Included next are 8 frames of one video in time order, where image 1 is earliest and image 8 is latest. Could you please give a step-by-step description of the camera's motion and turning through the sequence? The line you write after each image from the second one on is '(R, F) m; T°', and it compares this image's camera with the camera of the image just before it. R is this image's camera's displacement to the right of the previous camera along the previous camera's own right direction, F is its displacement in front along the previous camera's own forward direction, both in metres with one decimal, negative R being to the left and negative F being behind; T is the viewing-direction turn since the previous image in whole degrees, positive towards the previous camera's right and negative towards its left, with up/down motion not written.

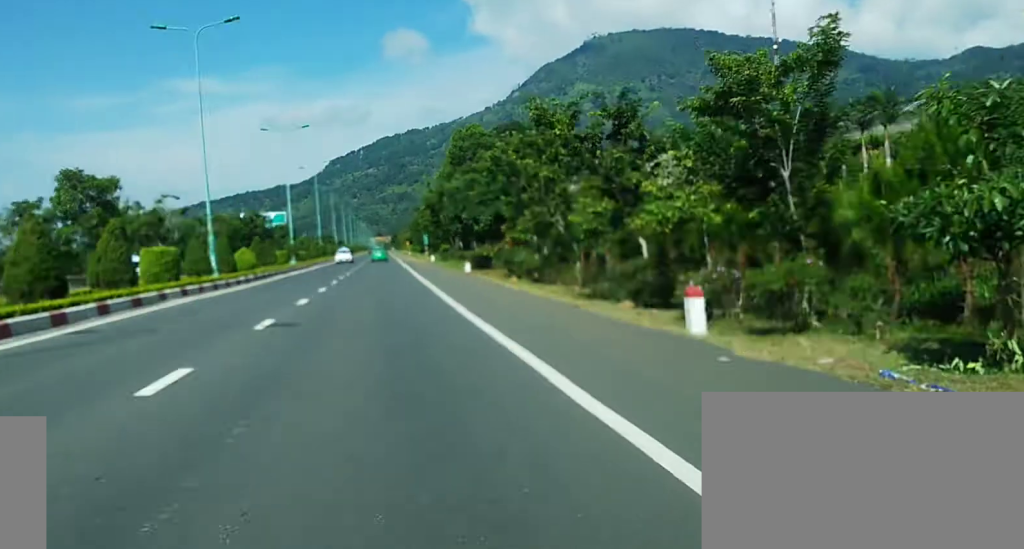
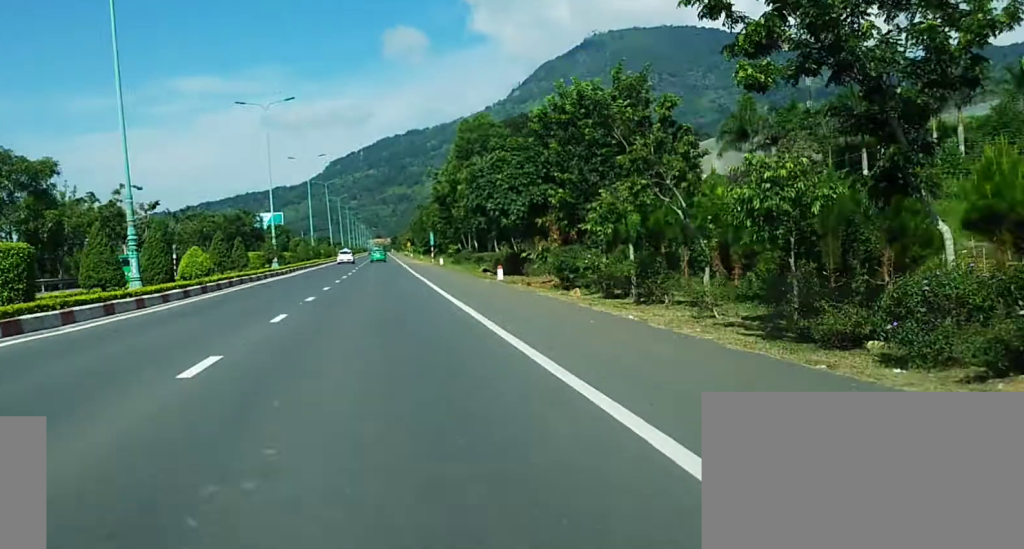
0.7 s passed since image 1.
(-0.1, +15.2) m; 0°
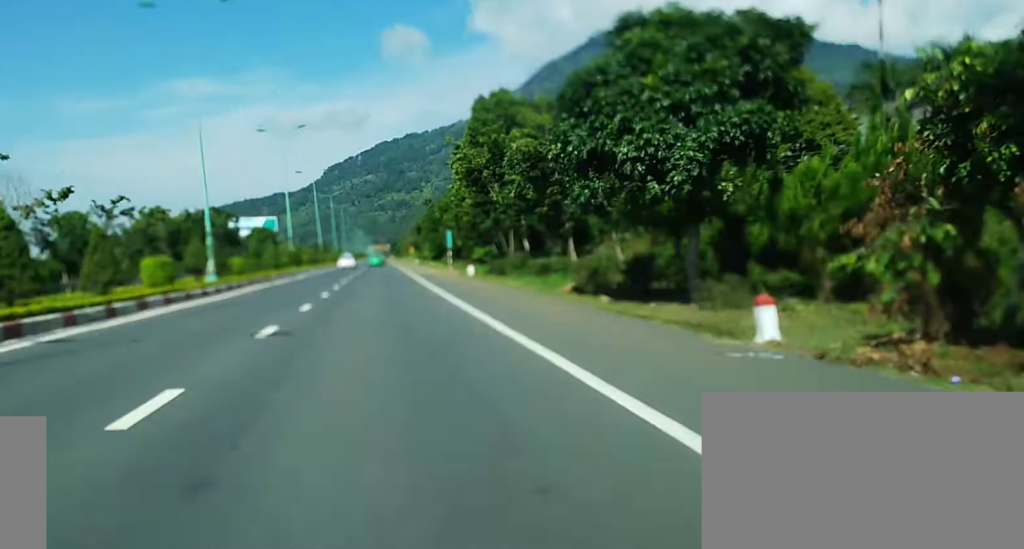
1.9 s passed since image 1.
(0.0, +27.4) m; 0°
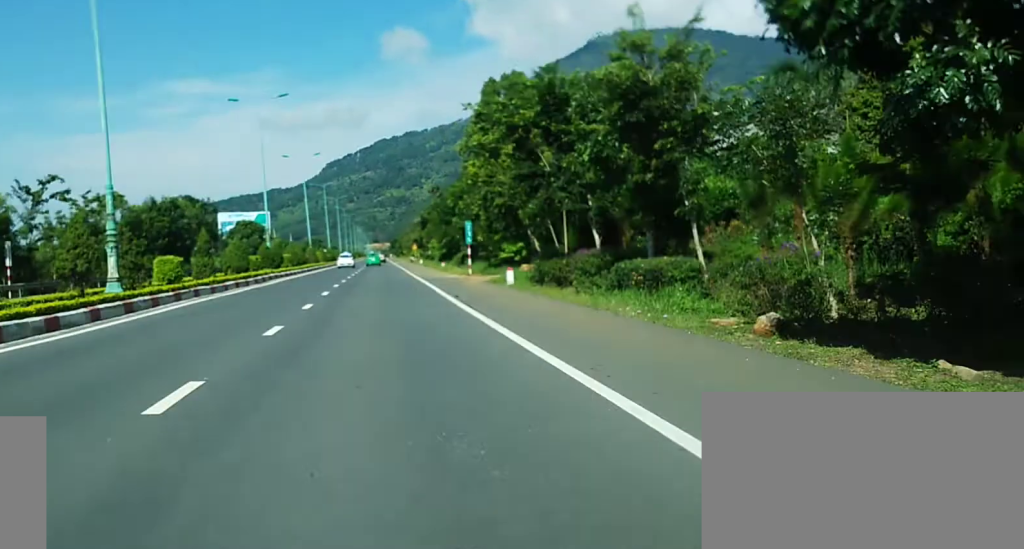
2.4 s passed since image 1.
(0.0, +12.2) m; 0°
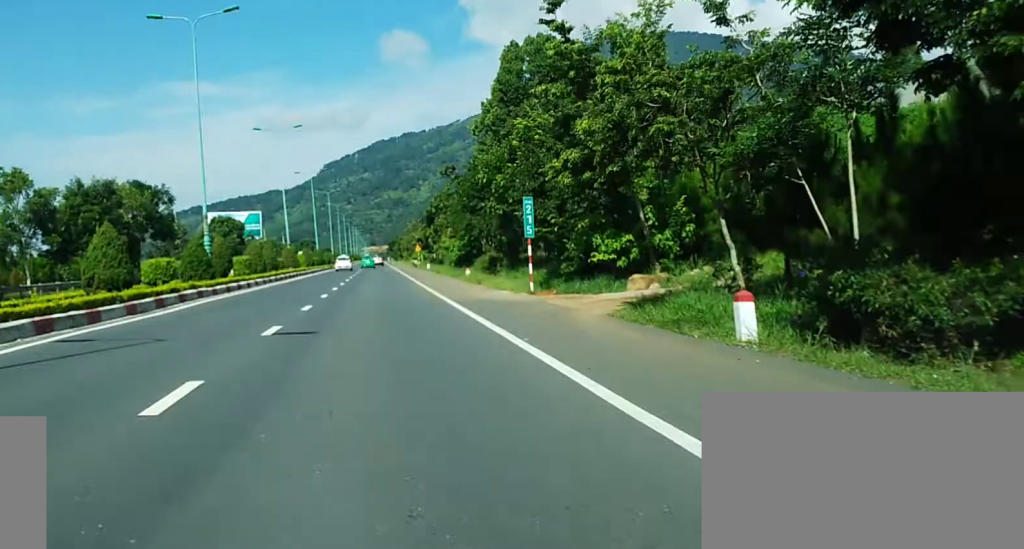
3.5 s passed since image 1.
(0.0, +24.3) m; 0°
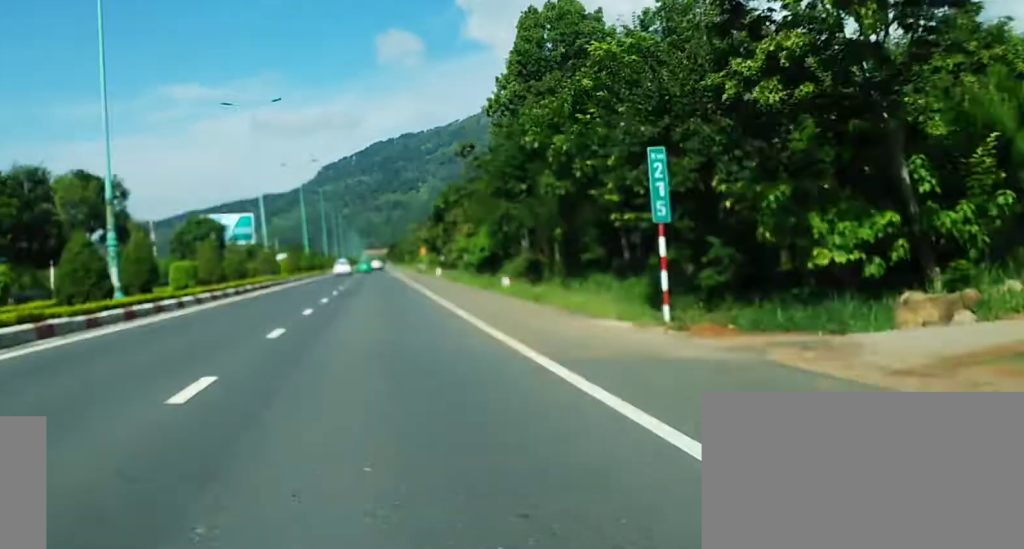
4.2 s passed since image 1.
(0.0, +15.2) m; 0°
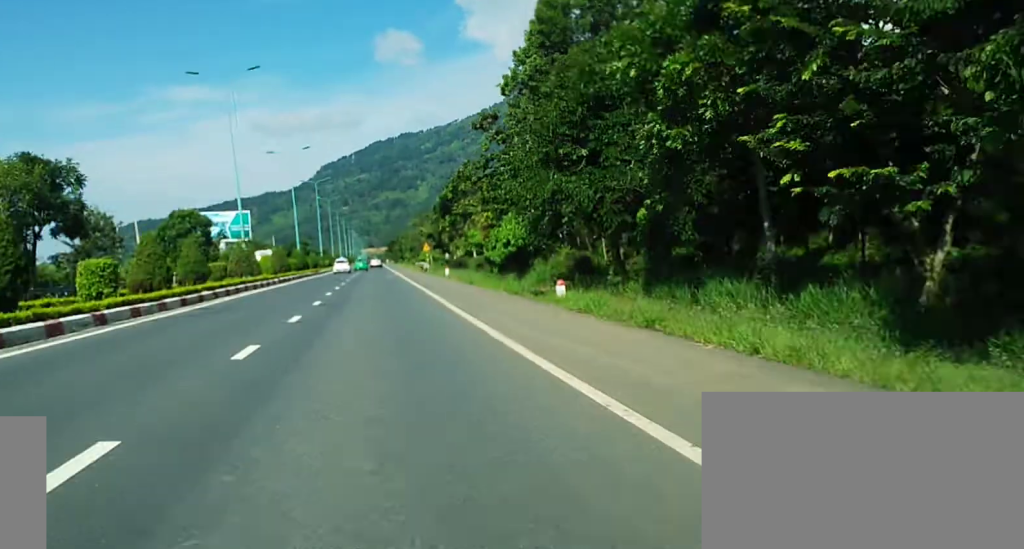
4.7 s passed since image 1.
(-0.1, +12.1) m; 0°
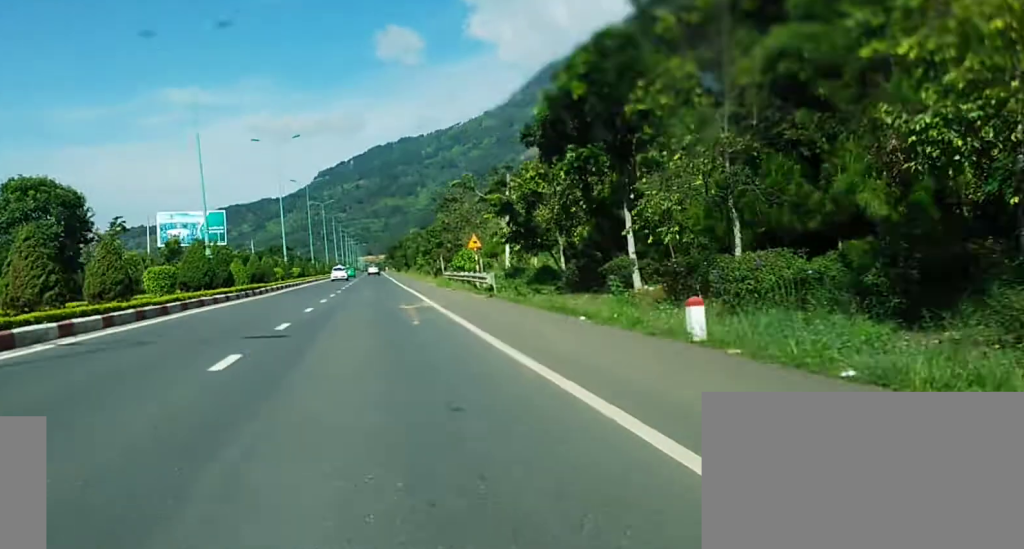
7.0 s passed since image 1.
(+0.1, +51.4) m; 0°
